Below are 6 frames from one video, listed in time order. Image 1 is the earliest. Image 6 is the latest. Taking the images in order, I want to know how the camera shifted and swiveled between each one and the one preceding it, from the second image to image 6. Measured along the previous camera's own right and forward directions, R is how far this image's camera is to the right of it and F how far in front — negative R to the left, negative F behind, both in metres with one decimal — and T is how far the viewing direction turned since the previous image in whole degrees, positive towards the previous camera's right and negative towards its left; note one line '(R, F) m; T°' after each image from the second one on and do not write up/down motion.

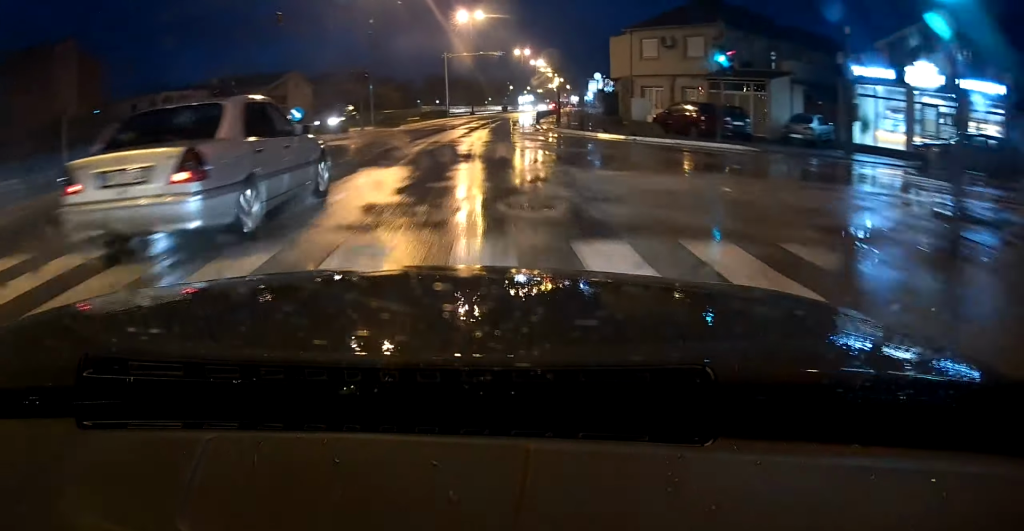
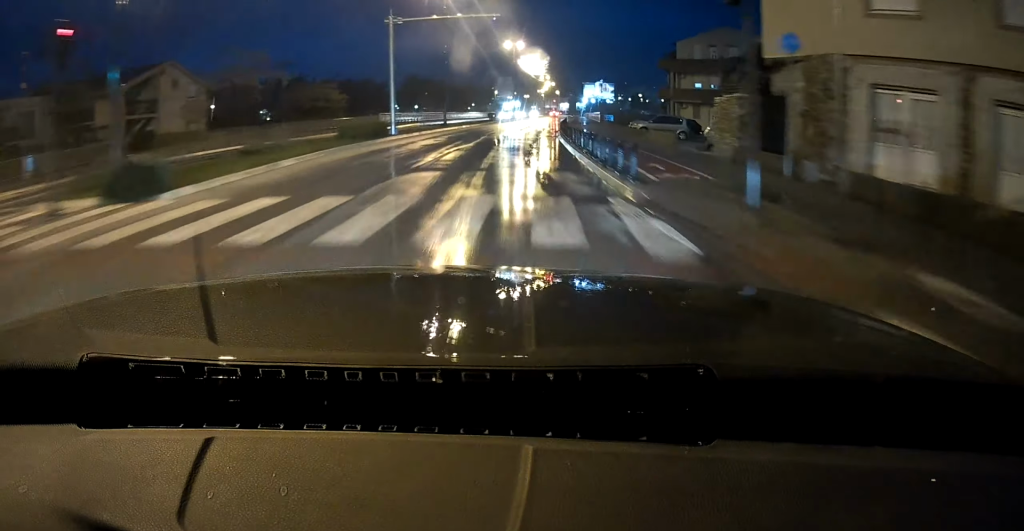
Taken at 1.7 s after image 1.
(+0.9, +27.1) m; +3°
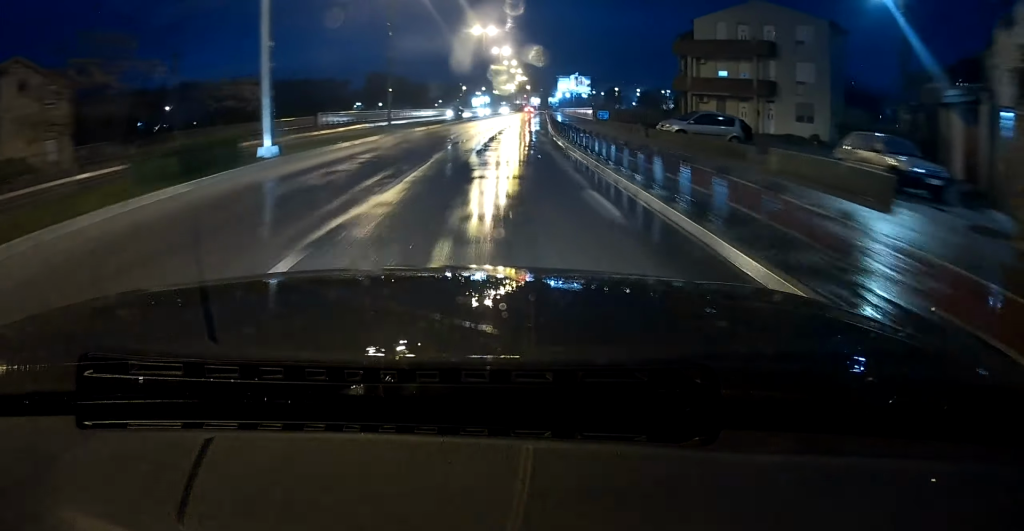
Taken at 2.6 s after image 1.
(+0.2, +15.0) m; +2°
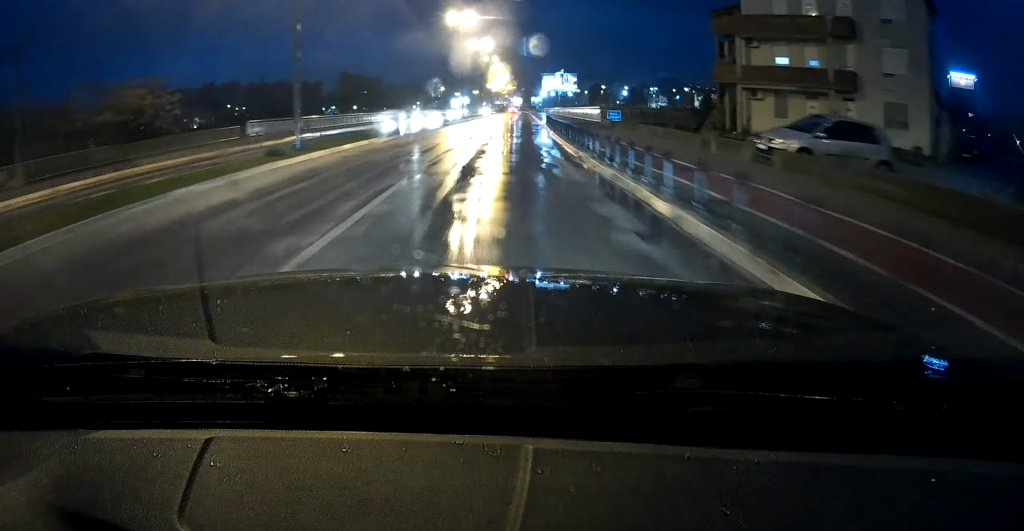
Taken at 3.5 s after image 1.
(+0.2, +14.0) m; +2°
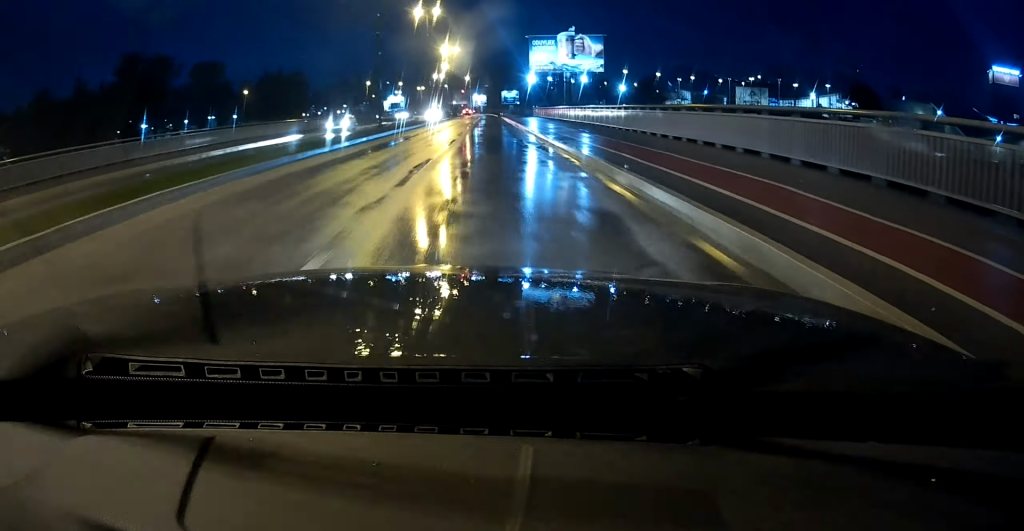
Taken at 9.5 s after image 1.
(+4.8, +100.0) m; +3°
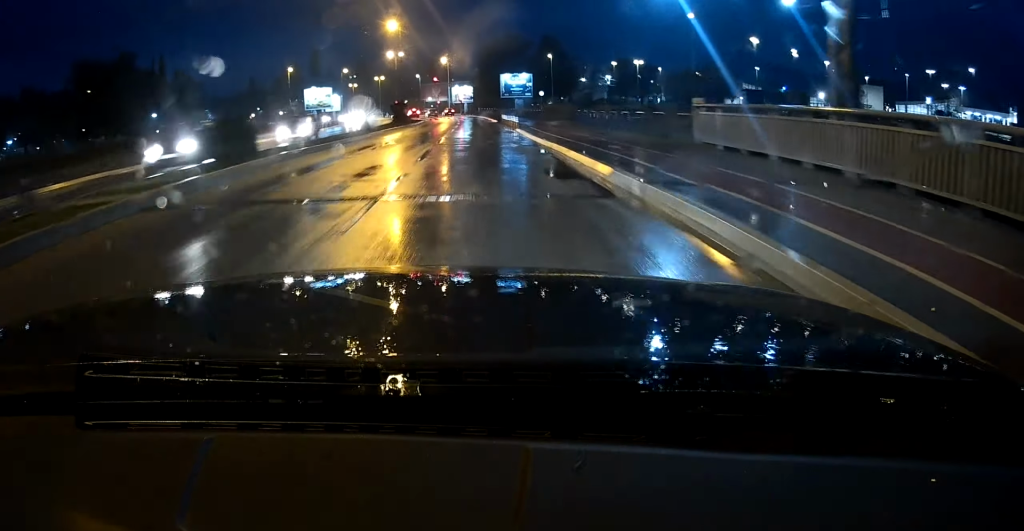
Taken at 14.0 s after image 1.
(-0.4, +72.7) m; 0°
